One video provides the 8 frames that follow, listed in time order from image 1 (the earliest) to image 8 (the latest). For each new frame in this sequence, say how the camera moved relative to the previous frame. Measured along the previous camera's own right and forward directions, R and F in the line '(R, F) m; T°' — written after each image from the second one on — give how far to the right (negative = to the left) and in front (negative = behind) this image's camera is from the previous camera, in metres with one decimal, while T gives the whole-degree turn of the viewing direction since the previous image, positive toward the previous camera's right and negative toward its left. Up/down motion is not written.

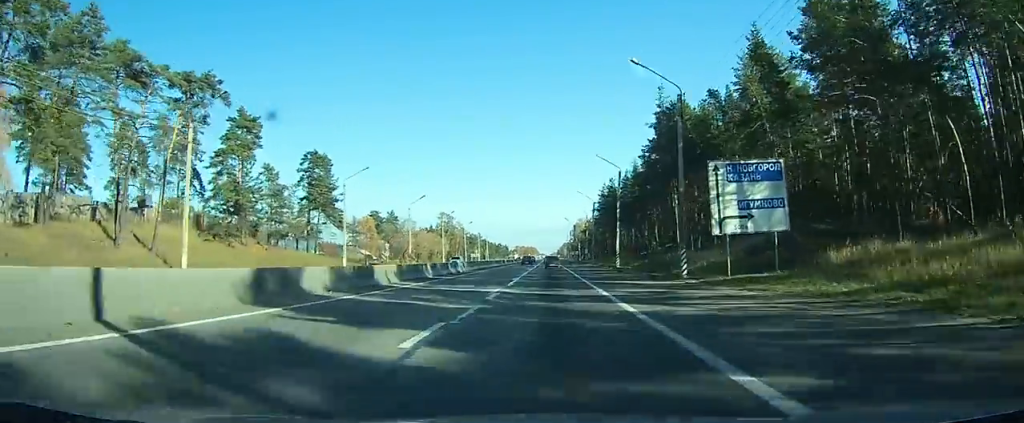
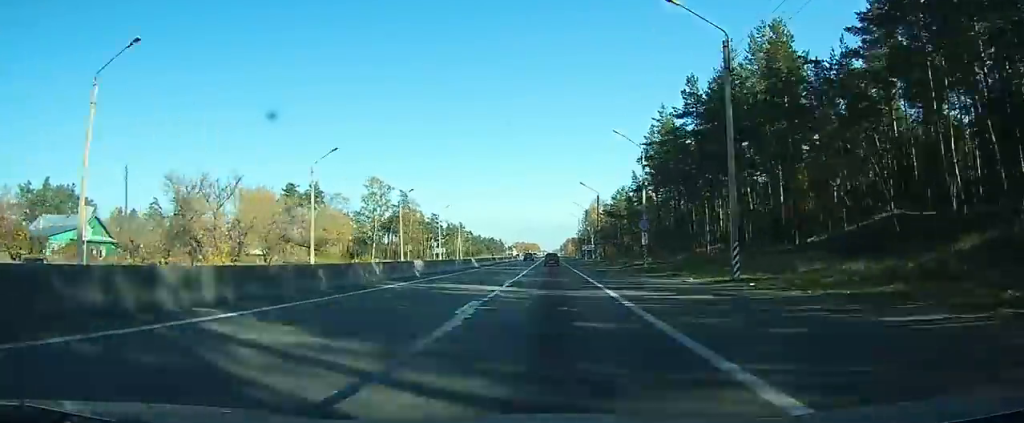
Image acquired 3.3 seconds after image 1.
(-0.3, +64.4) m; 0°
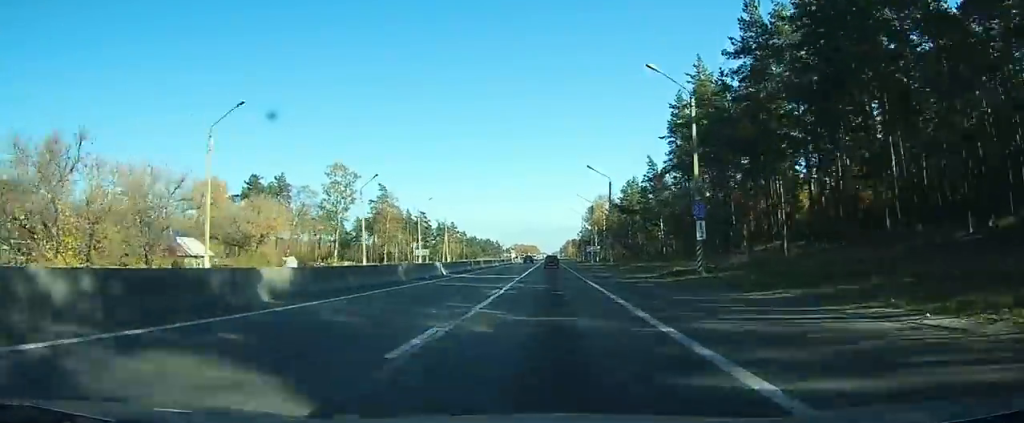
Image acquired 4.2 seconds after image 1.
(0.0, +16.7) m; 0°
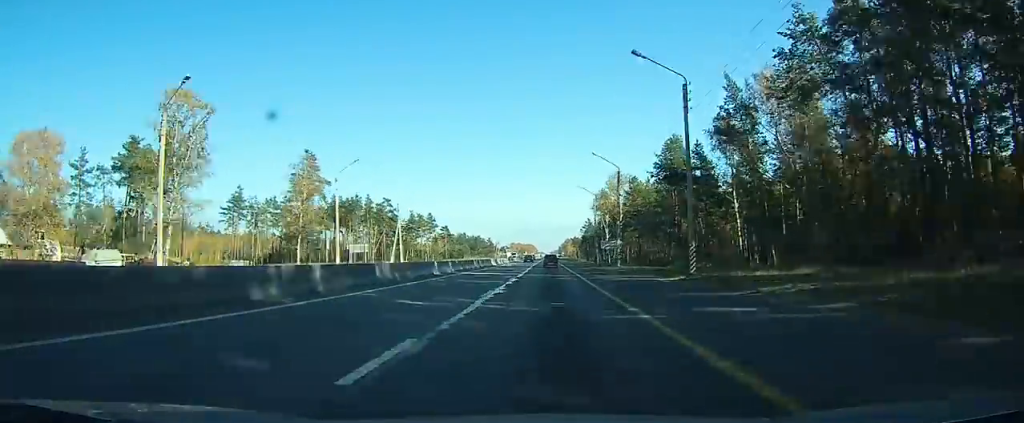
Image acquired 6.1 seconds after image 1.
(+0.1, +38.6) m; +1°
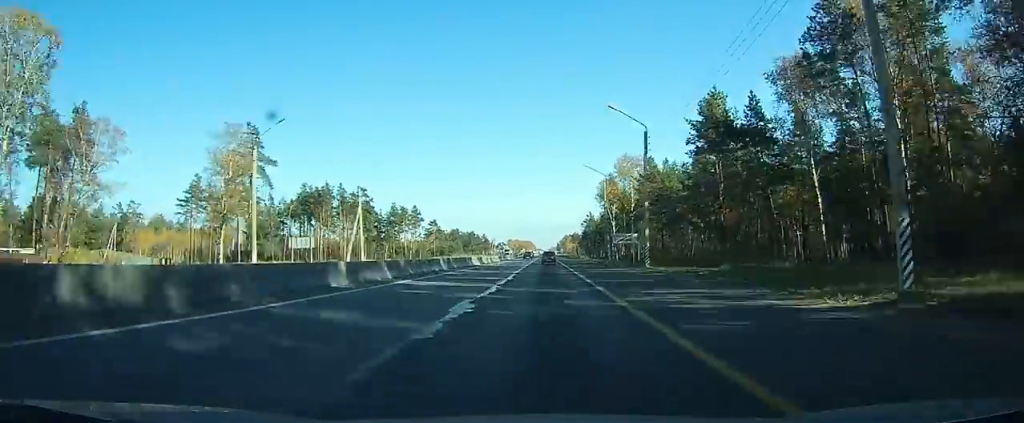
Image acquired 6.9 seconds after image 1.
(+0.1, +17.8) m; 0°
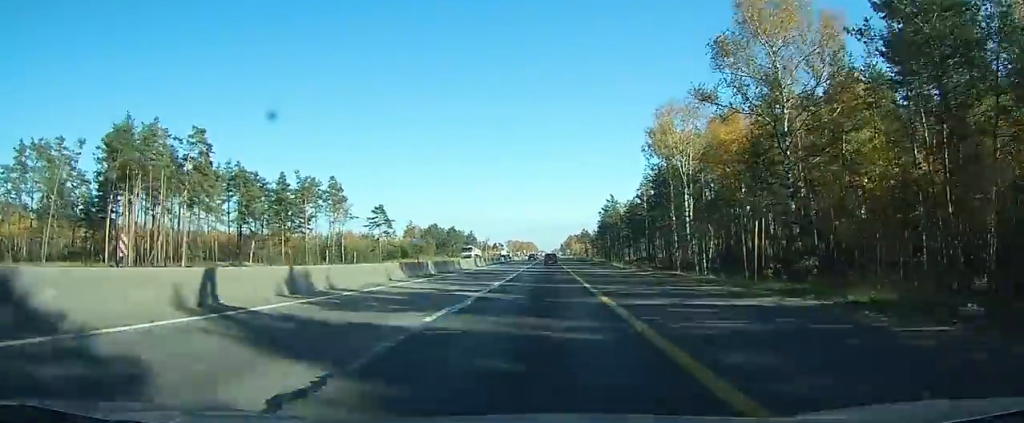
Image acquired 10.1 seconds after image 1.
(0.0, +62.8) m; 0°
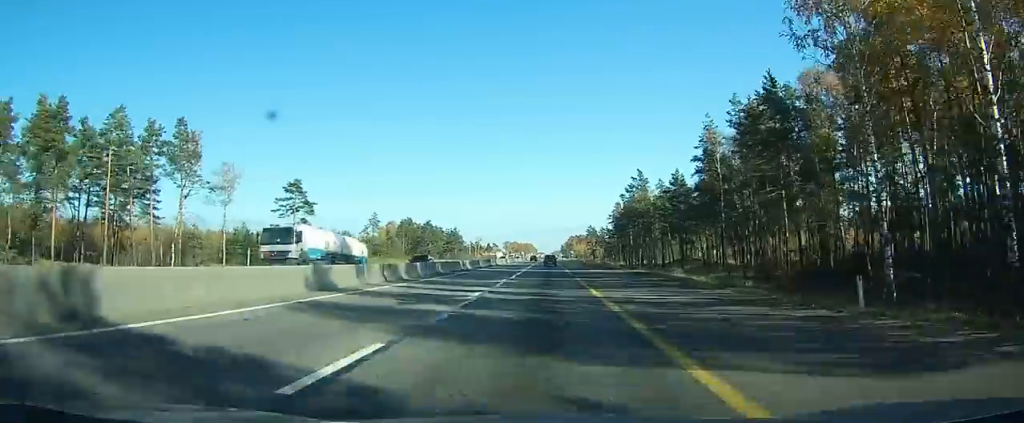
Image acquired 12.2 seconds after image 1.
(+0.1, +41.1) m; 0°
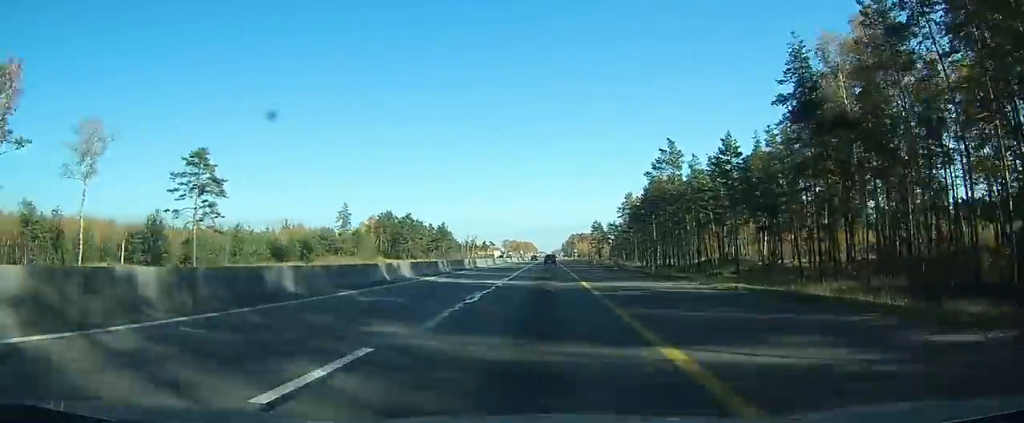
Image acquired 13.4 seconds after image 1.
(-0.1, +23.6) m; 0°
